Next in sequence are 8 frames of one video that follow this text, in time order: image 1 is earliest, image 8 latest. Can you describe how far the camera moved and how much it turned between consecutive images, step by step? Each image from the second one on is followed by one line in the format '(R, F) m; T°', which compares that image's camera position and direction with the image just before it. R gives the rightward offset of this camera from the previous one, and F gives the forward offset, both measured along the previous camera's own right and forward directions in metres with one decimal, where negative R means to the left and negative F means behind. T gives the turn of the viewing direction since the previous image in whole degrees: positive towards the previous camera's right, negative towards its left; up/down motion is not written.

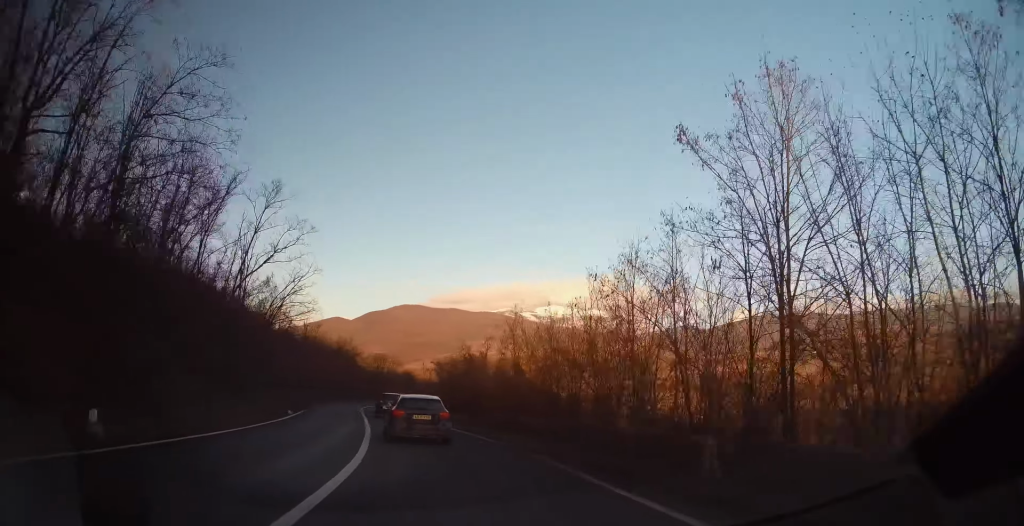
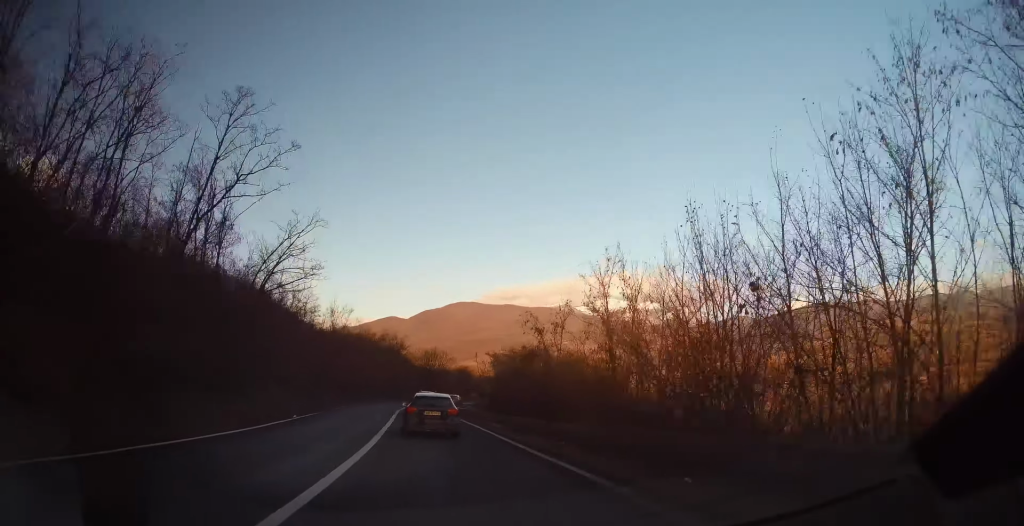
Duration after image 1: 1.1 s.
(-0.8, +10.4) m; -7°
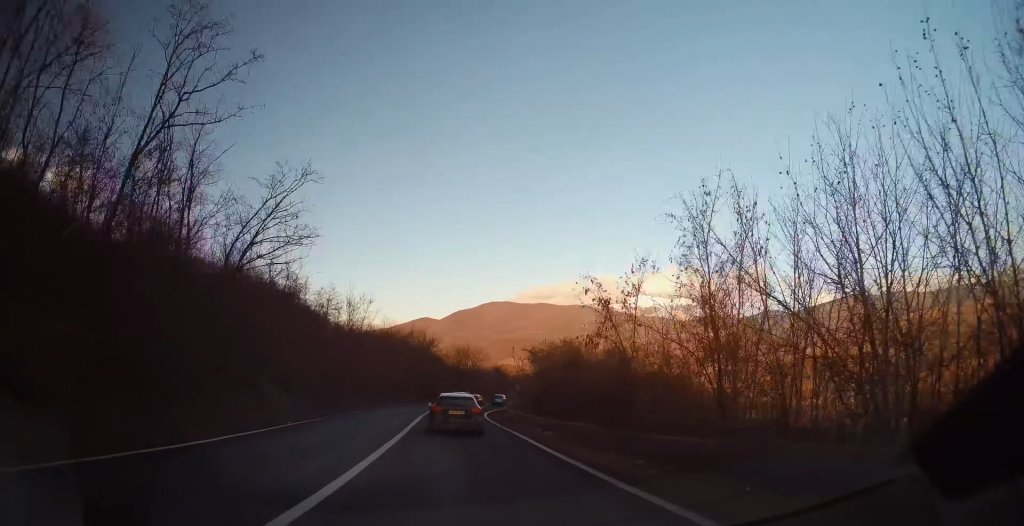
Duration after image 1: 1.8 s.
(-0.1, +6.2) m; -1°
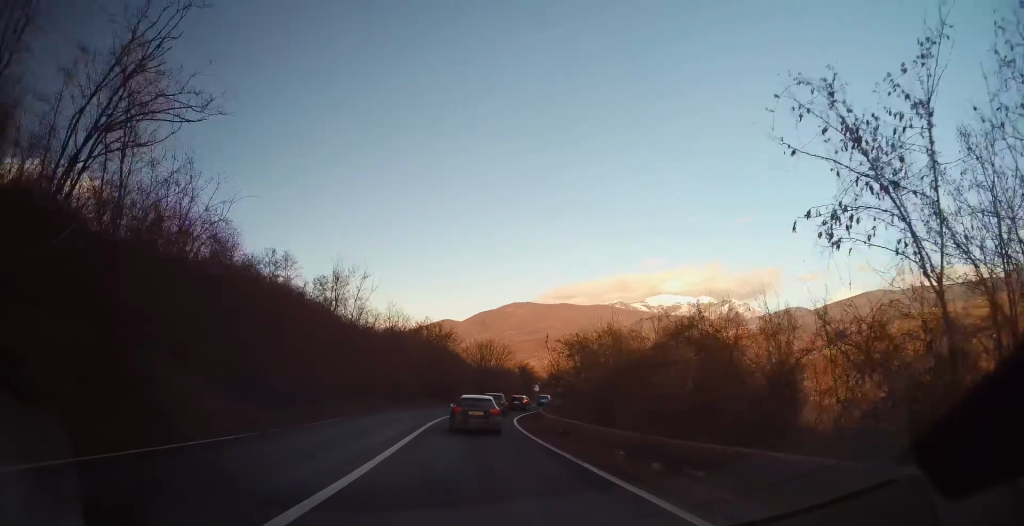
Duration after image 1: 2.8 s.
(0.0, +10.6) m; -1°
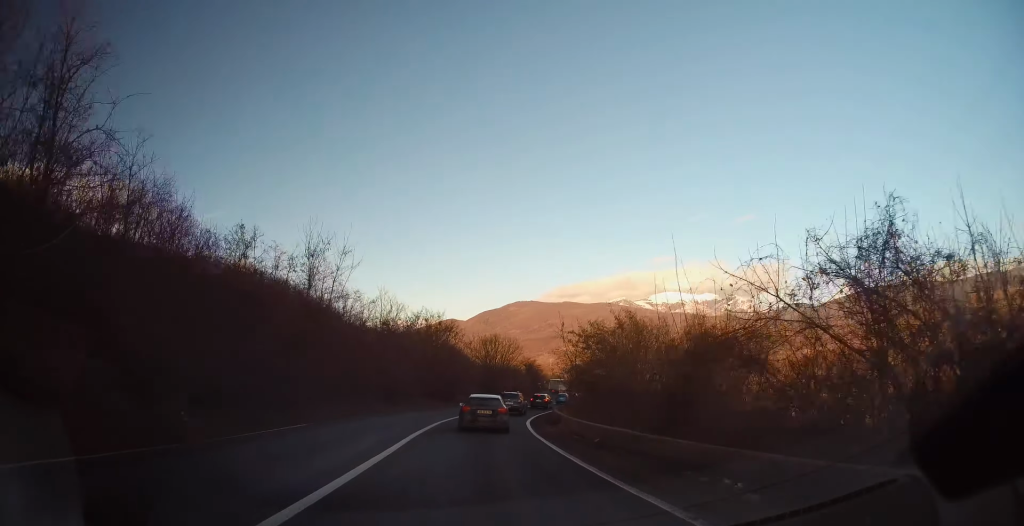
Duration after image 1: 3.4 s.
(+0.1, +6.0) m; -2°
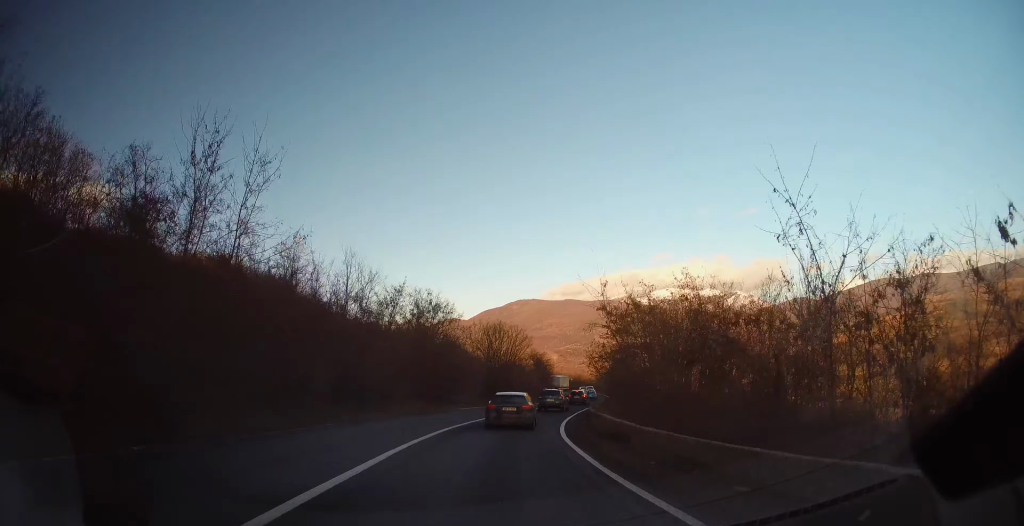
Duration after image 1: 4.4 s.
(-0.6, +12.0) m; +1°
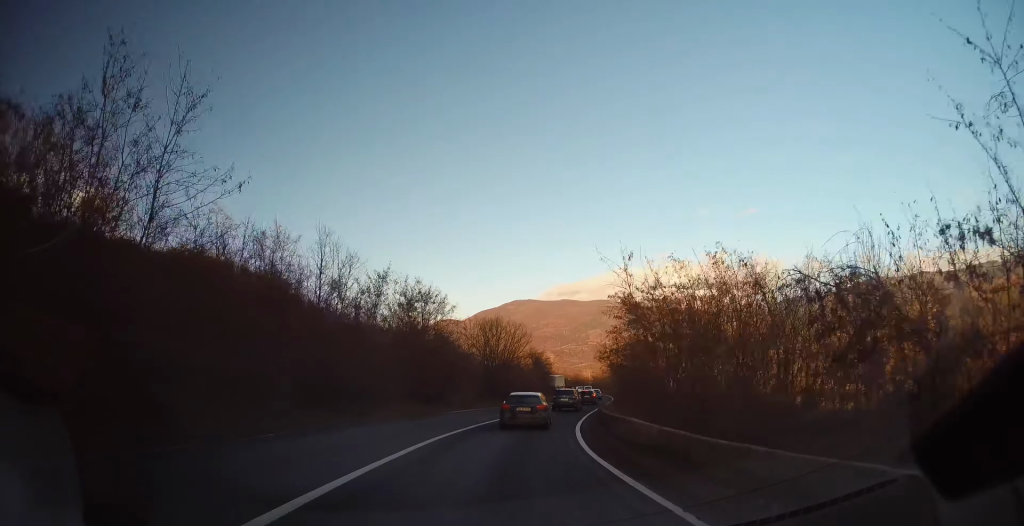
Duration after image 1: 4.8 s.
(+0.4, +4.7) m; +2°
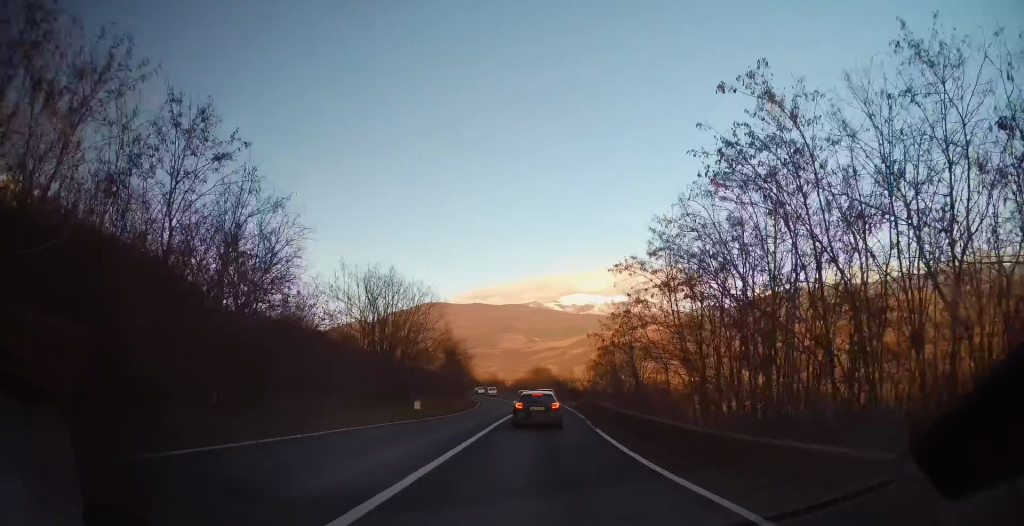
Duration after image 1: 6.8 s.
(+2.0, +24.0) m; +9°
